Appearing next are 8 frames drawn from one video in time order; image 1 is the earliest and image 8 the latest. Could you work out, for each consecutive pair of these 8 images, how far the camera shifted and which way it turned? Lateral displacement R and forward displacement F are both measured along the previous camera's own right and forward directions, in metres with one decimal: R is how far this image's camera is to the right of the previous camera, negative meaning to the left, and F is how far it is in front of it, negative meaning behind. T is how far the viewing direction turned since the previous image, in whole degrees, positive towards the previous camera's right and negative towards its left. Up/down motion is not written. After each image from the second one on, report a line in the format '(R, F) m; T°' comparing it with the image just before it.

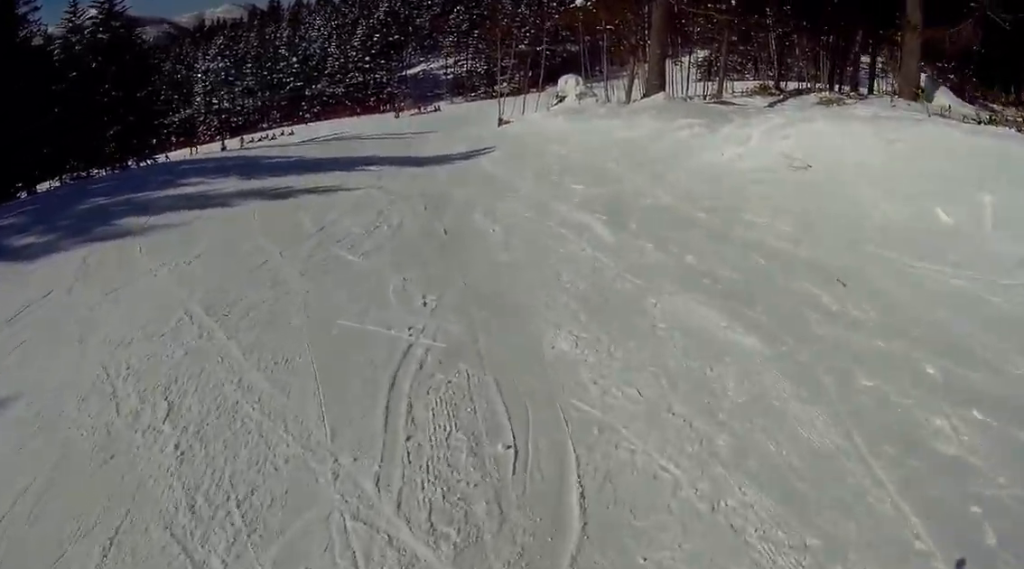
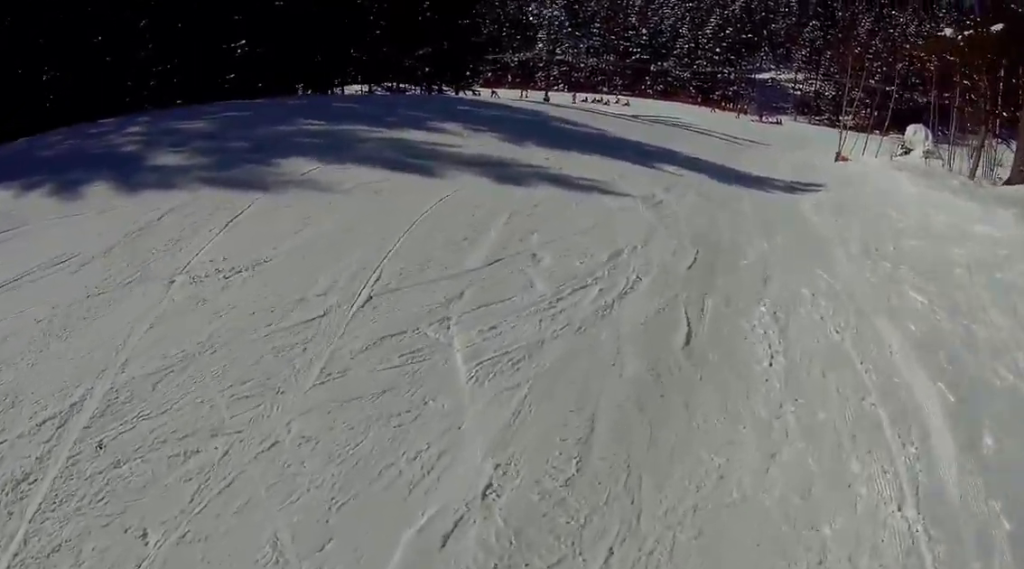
(-0.9, +4.4) m; -30°
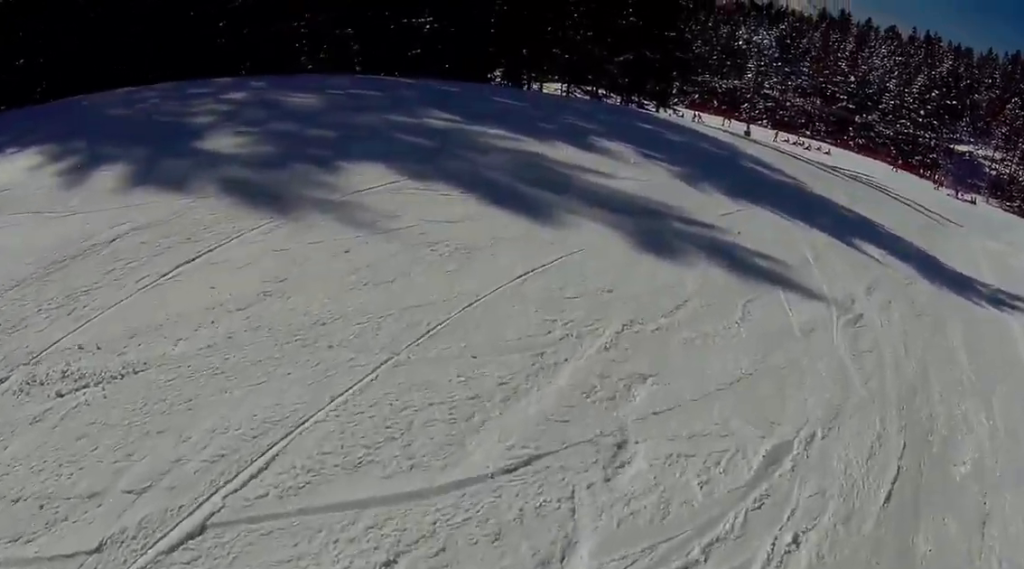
(-0.7, +2.8) m; -11°
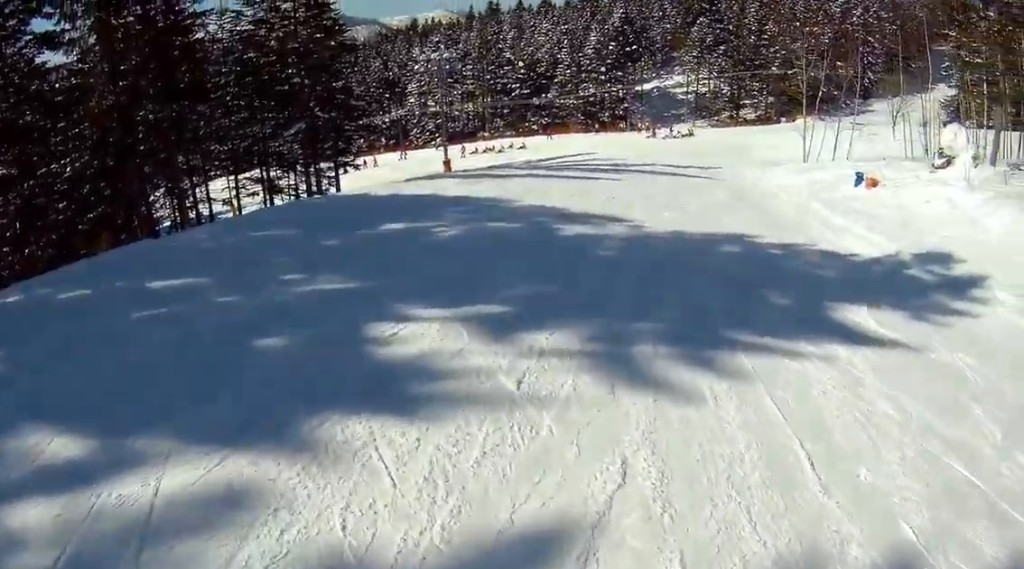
(+1.0, +6.7) m; +53°
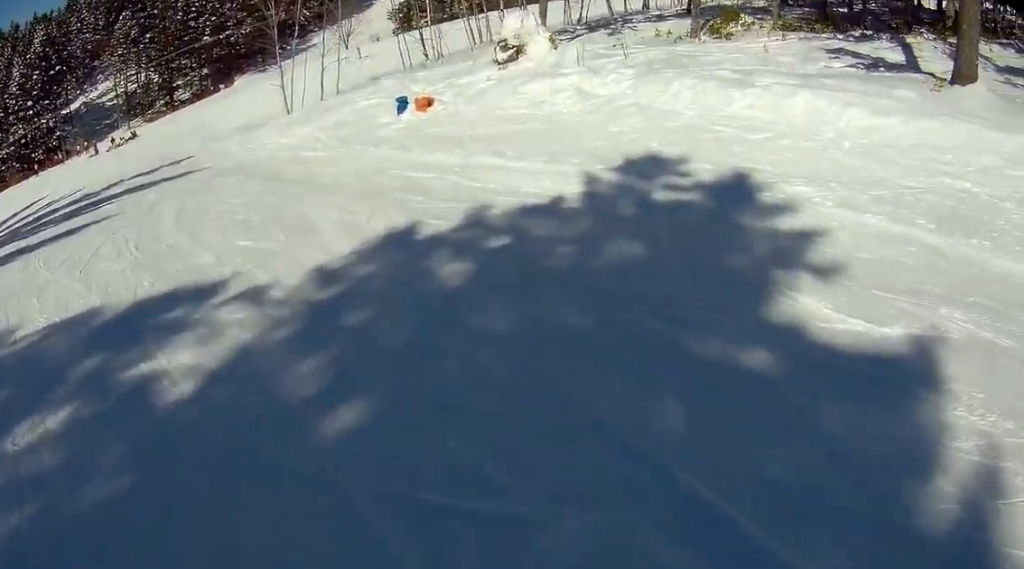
(+2.4, +5.6) m; +11°
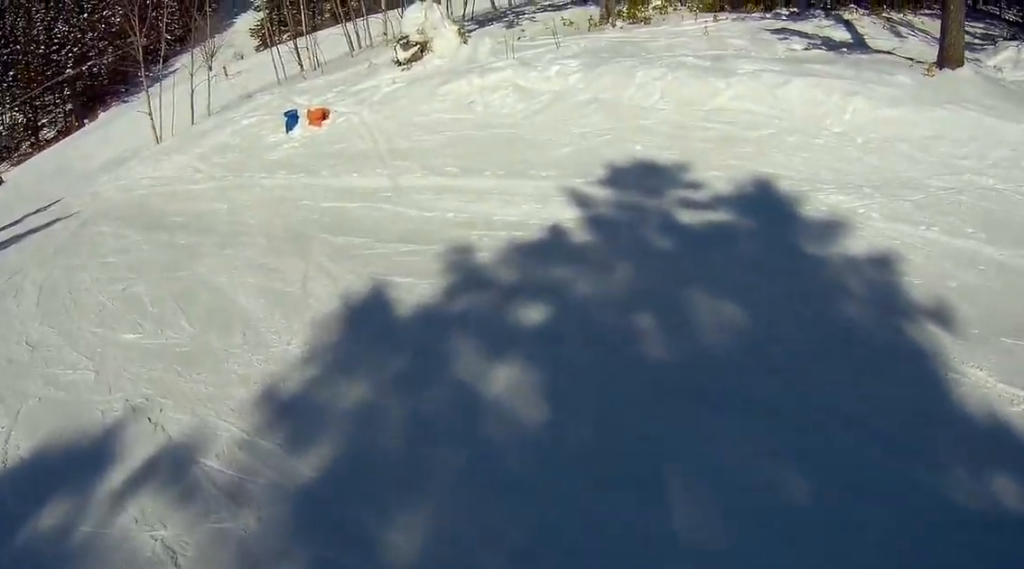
(-0.3, +2.7) m; -8°
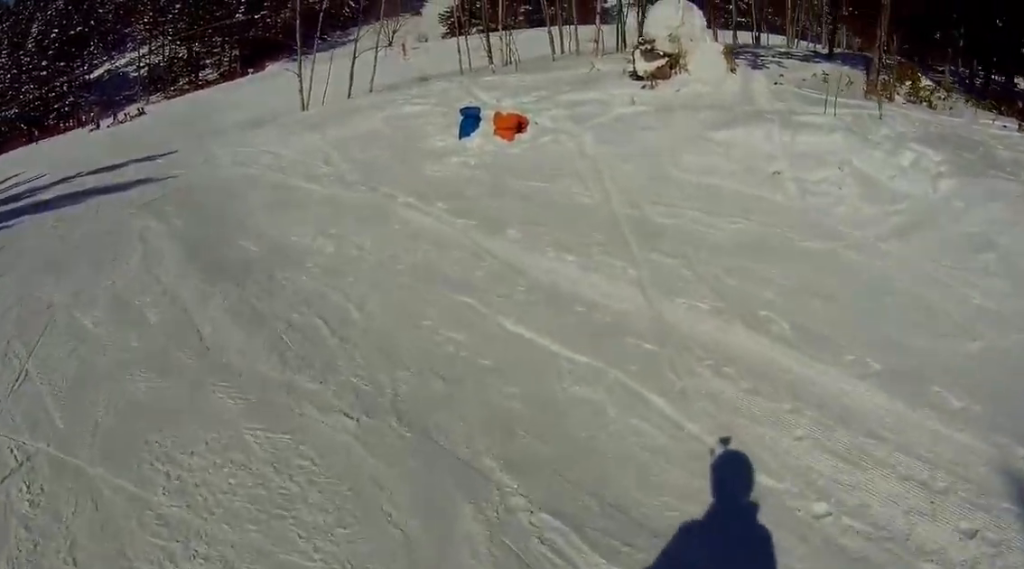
(-0.4, +5.6) m; -4°
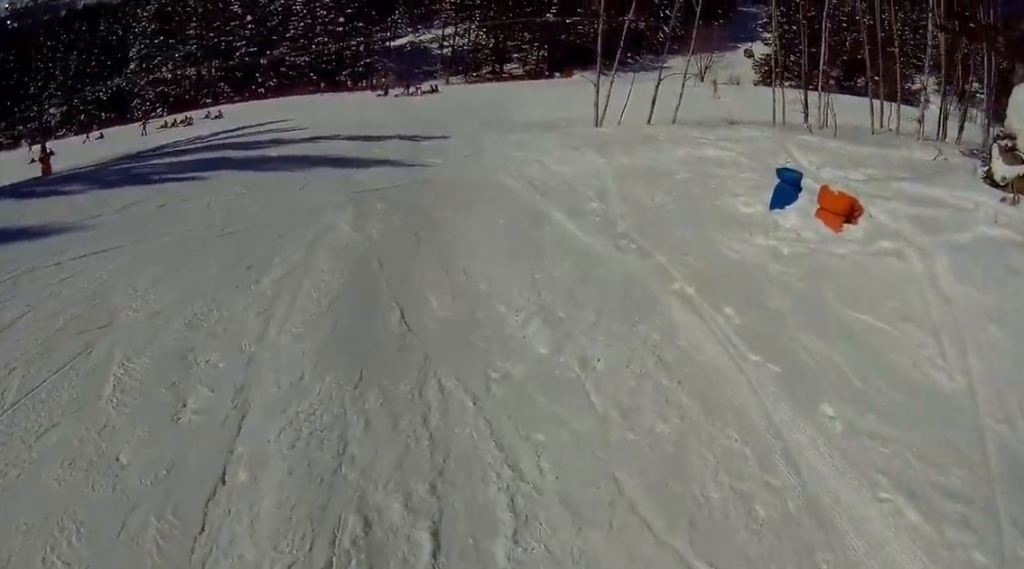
(0.0, +3.0) m; -5°
